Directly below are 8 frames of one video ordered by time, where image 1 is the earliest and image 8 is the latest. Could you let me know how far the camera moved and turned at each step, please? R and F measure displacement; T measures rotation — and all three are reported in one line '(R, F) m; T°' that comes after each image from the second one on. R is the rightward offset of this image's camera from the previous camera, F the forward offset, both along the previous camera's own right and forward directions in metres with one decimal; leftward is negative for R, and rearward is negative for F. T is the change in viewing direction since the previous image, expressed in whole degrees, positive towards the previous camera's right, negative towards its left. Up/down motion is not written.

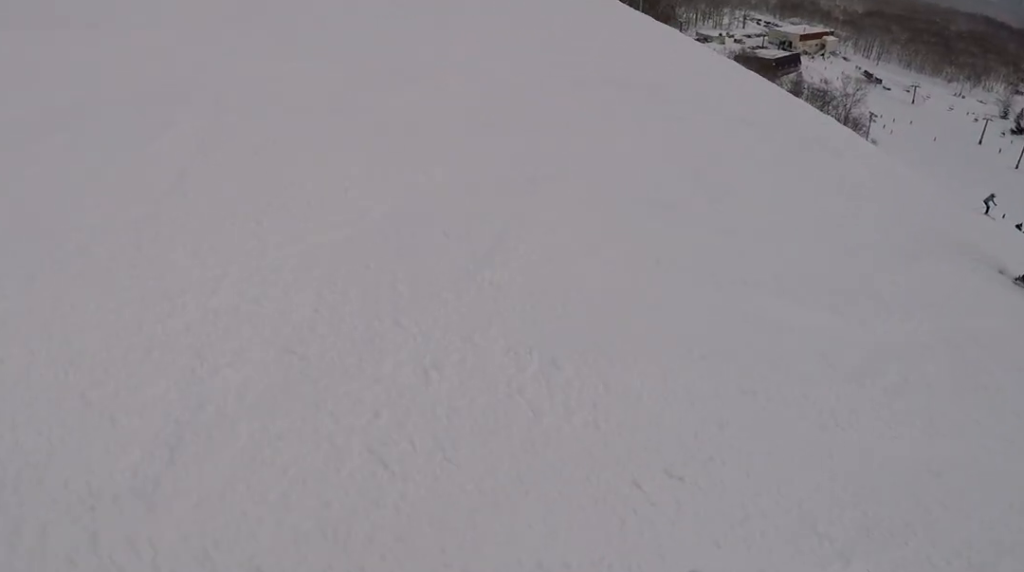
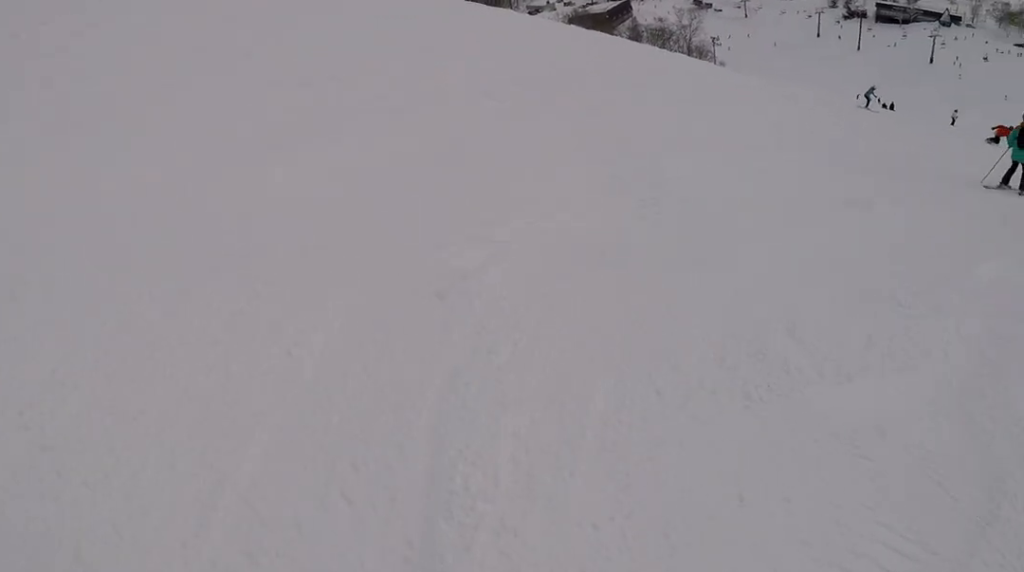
(-0.2, +2.0) m; +8°
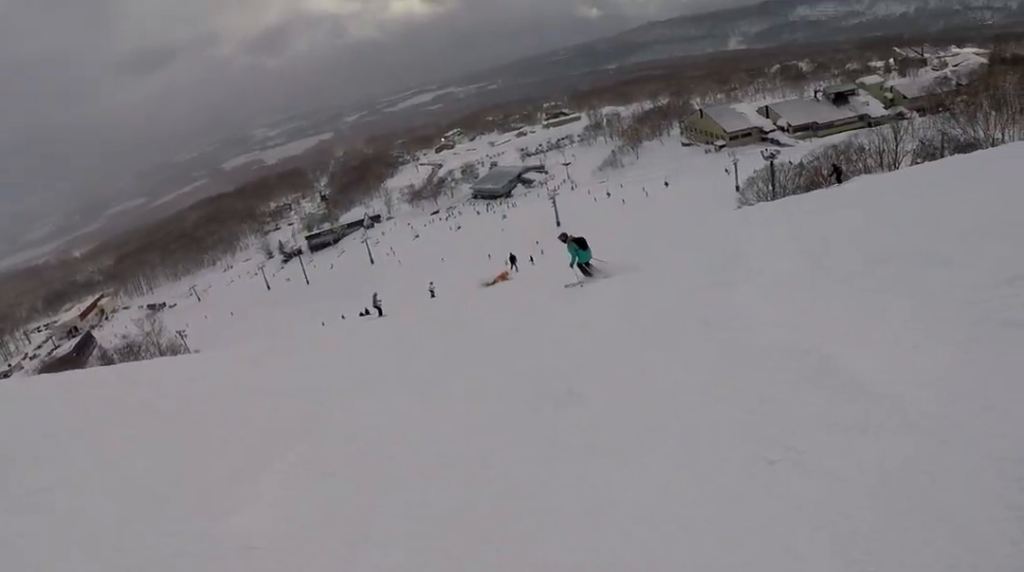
(+0.4, +3.8) m; +33°
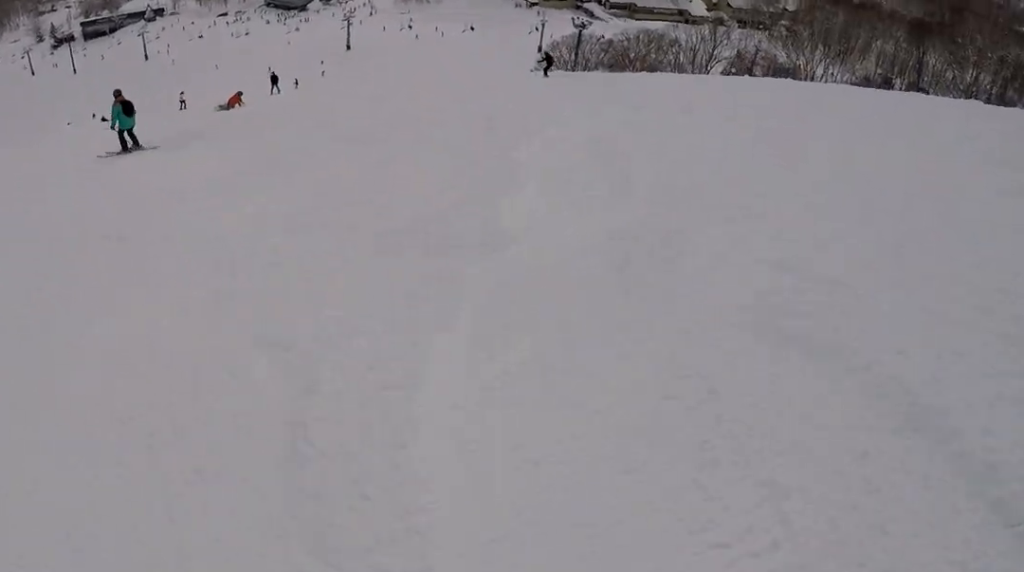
(+2.5, +3.7) m; +36°
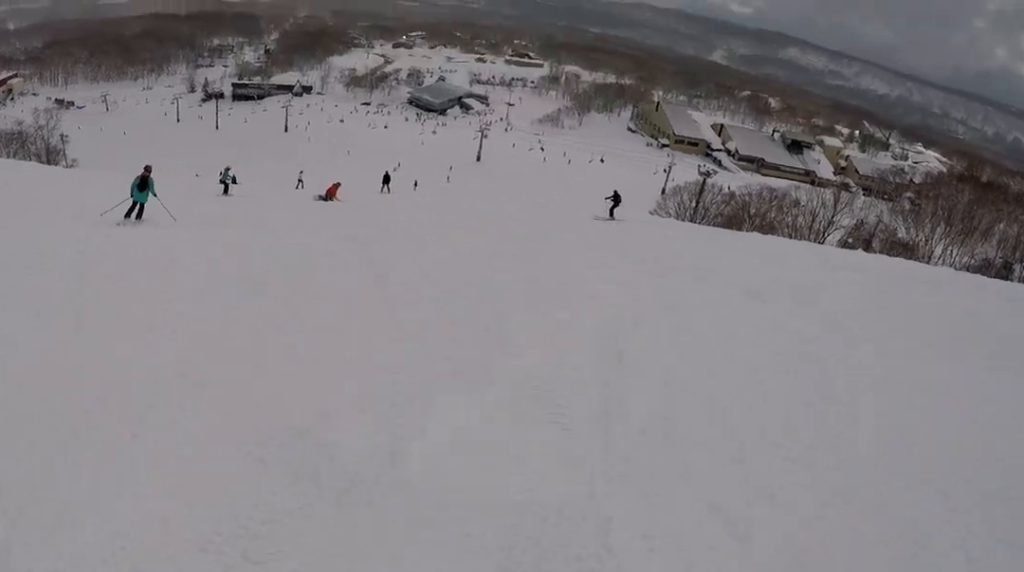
(+0.4, +1.8) m; -2°
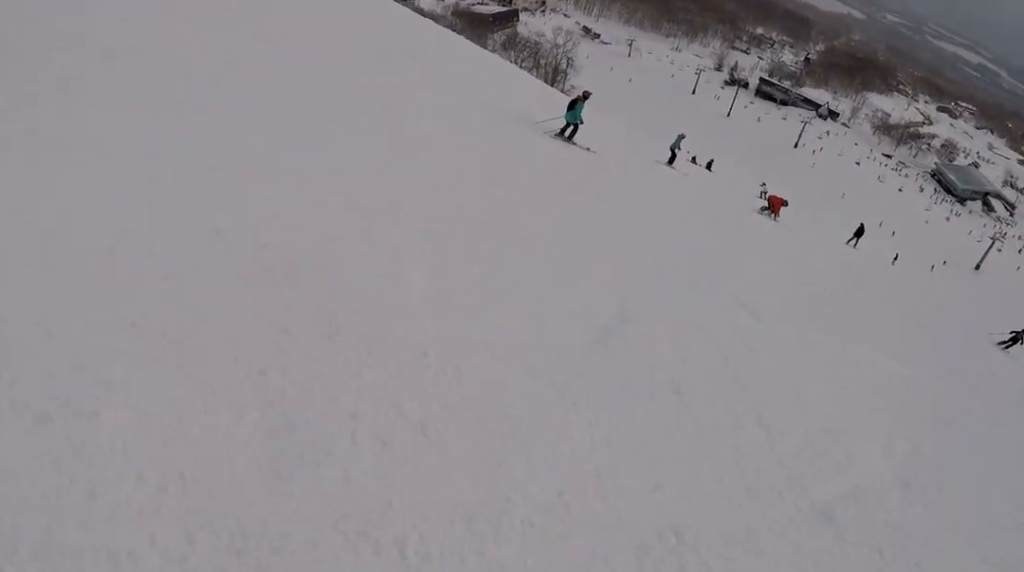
(-1.9, +4.4) m; -37°
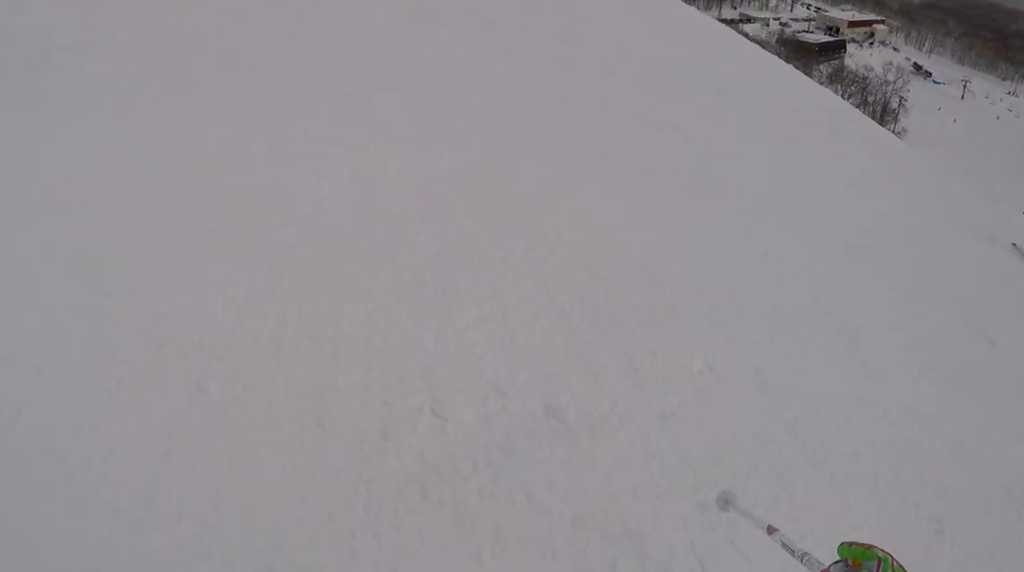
(-1.3, +3.8) m; -31°
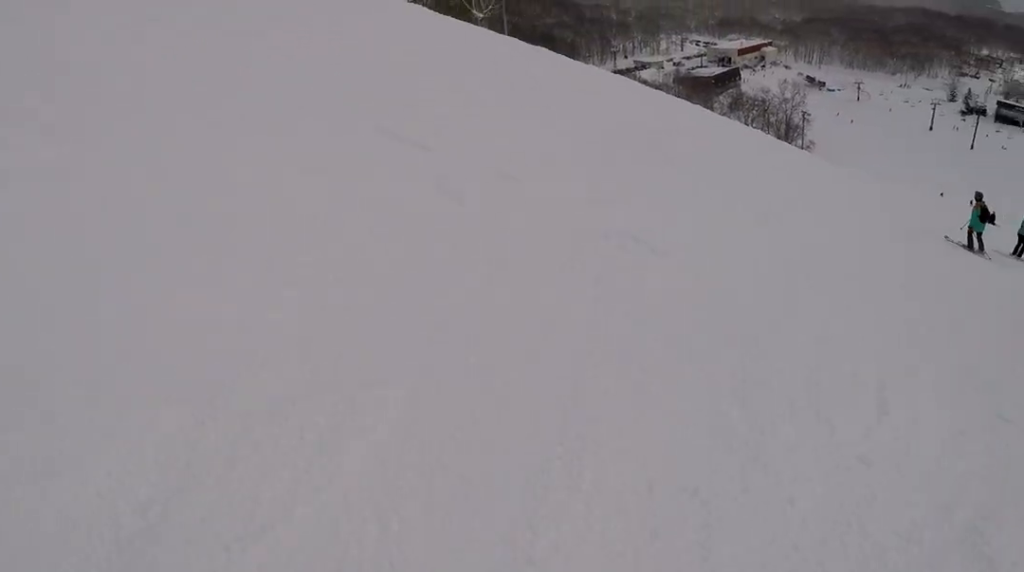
(-0.8, +1.9) m; -7°
